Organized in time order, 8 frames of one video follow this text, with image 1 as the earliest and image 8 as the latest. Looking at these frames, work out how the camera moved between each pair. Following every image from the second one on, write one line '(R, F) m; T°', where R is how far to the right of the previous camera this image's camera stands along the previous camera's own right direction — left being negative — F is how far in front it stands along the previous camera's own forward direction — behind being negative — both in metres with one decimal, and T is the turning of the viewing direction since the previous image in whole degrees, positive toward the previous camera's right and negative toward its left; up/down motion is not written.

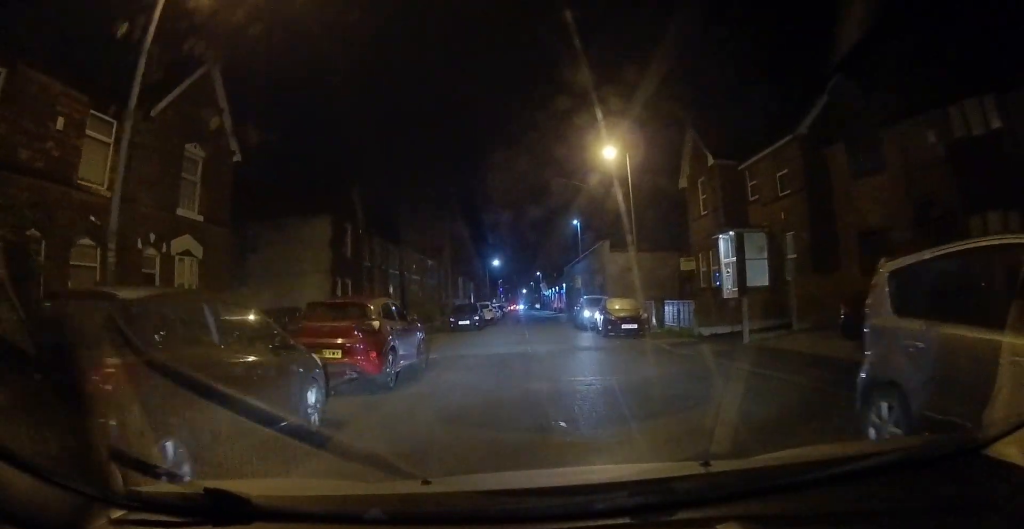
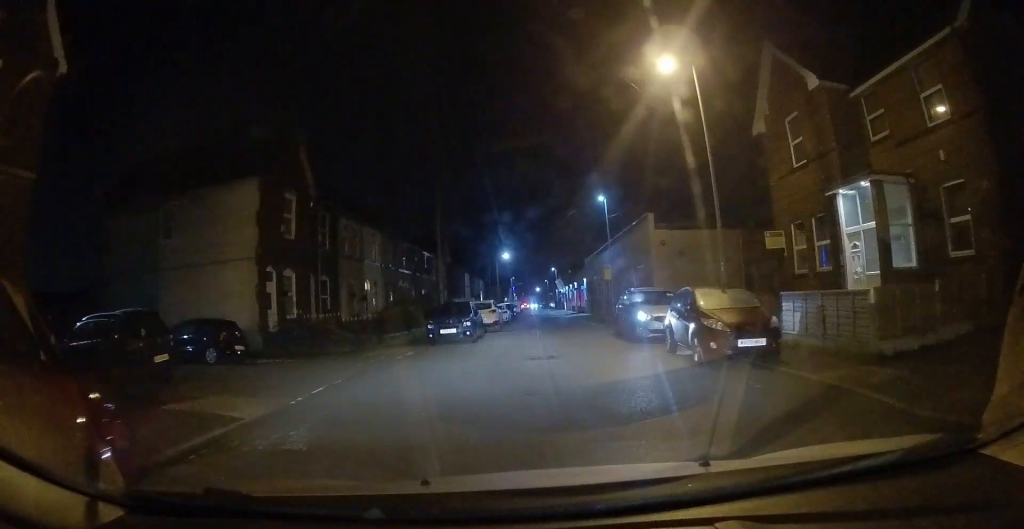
(-0.2, +8.8) m; -2°
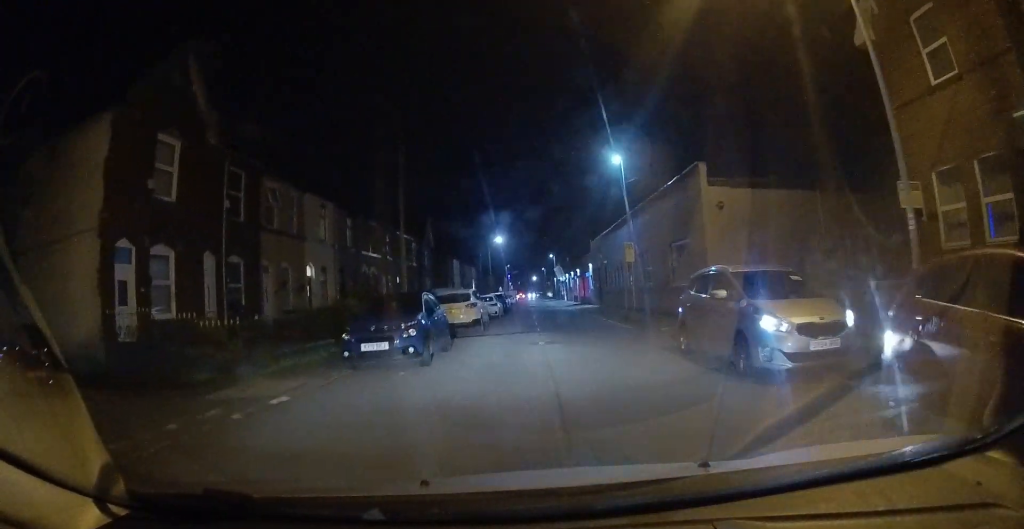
(+0.1, +8.7) m; 0°
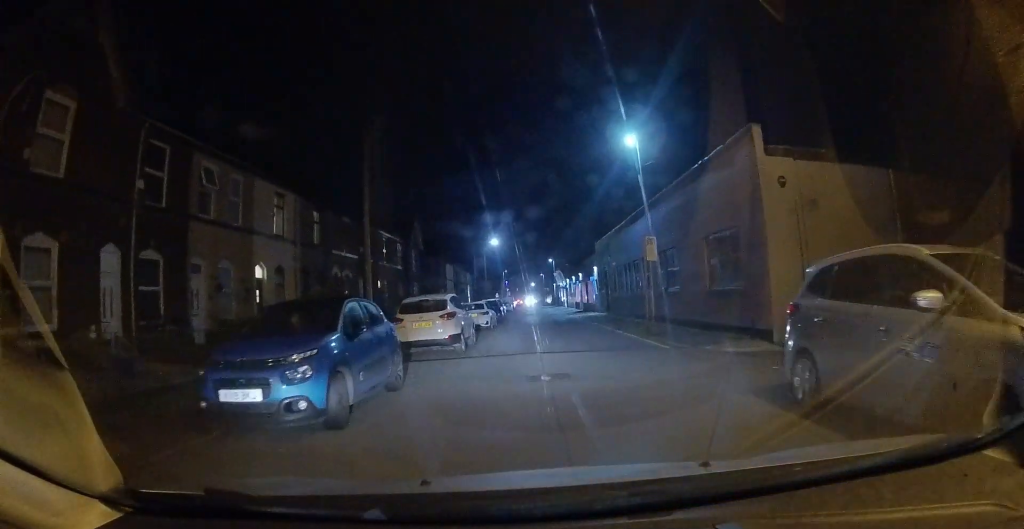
(0.0, +5.2) m; +1°
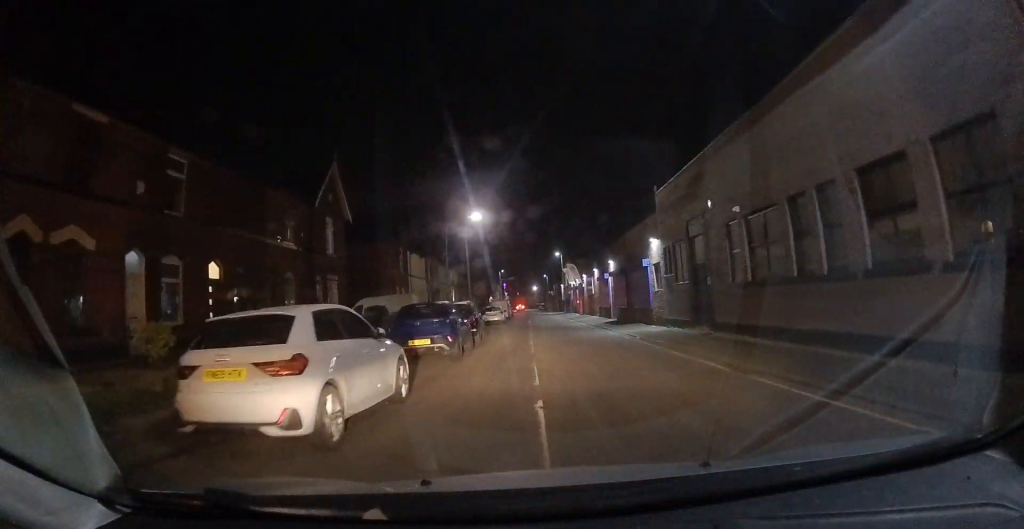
(+0.1, +19.4) m; 0°
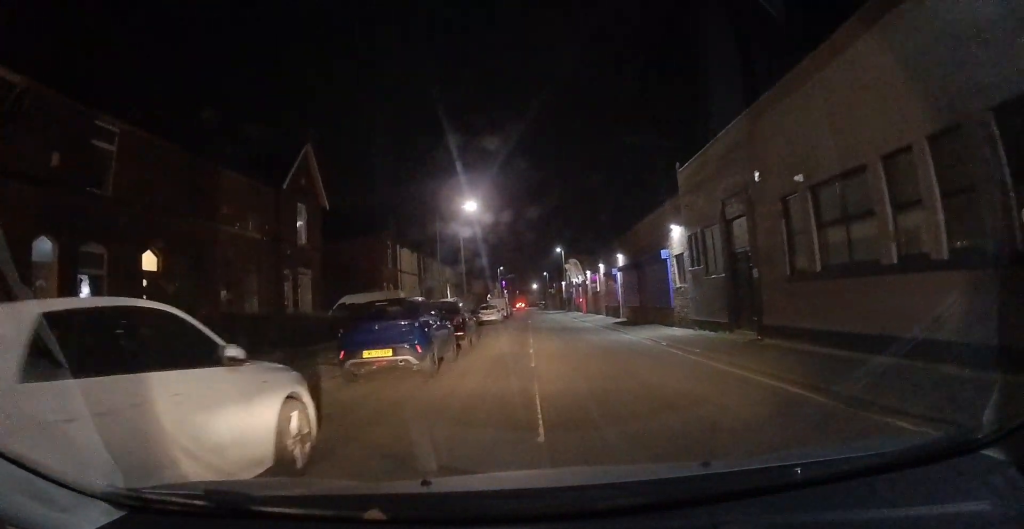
(+0.1, +3.4) m; +1°
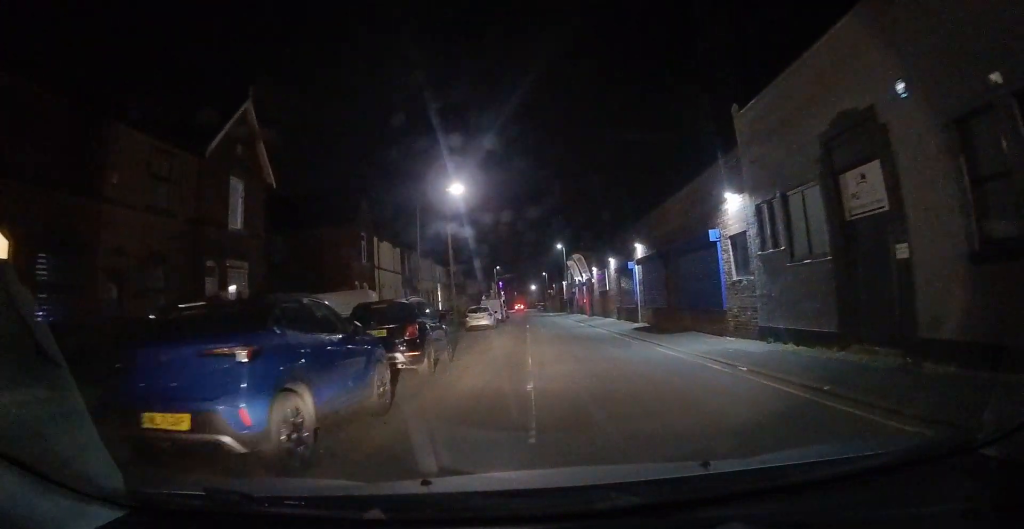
(+0.1, +5.6) m; +1°
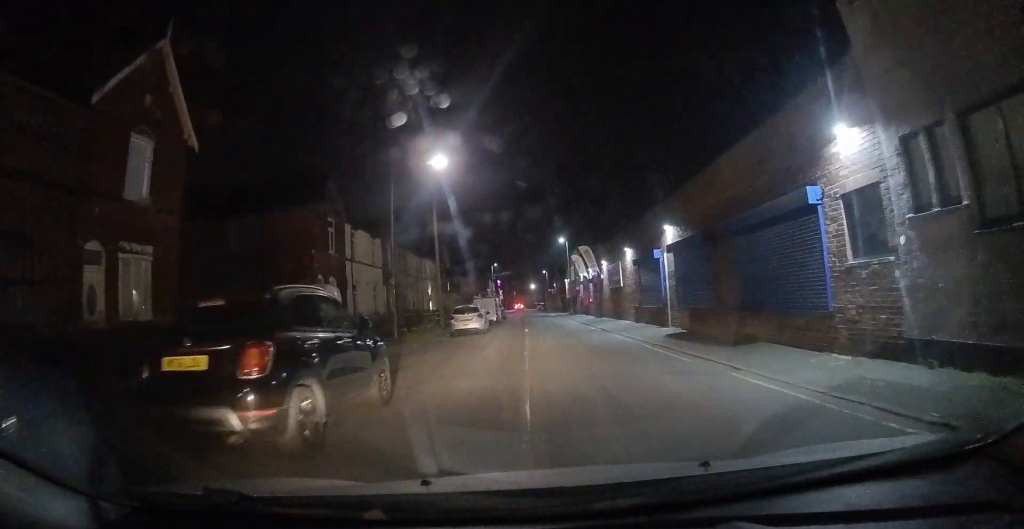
(0.0, +5.5) m; 0°
